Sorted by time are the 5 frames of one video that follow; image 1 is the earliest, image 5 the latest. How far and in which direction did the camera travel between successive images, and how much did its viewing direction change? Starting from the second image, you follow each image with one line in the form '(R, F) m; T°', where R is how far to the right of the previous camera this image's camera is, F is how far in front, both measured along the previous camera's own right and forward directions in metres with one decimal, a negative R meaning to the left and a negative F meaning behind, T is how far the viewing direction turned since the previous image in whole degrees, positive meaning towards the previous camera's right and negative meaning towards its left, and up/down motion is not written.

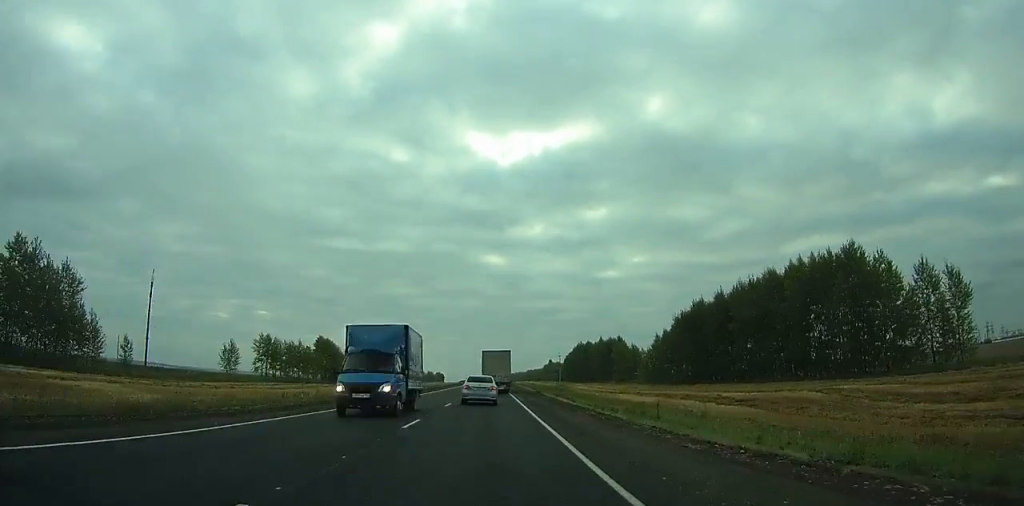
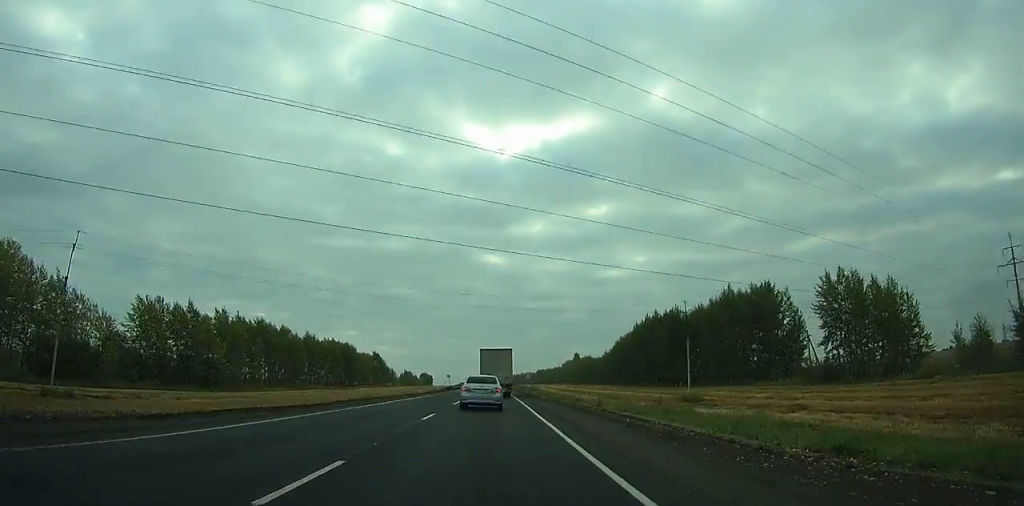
(+1.9, +139.0) m; +1°
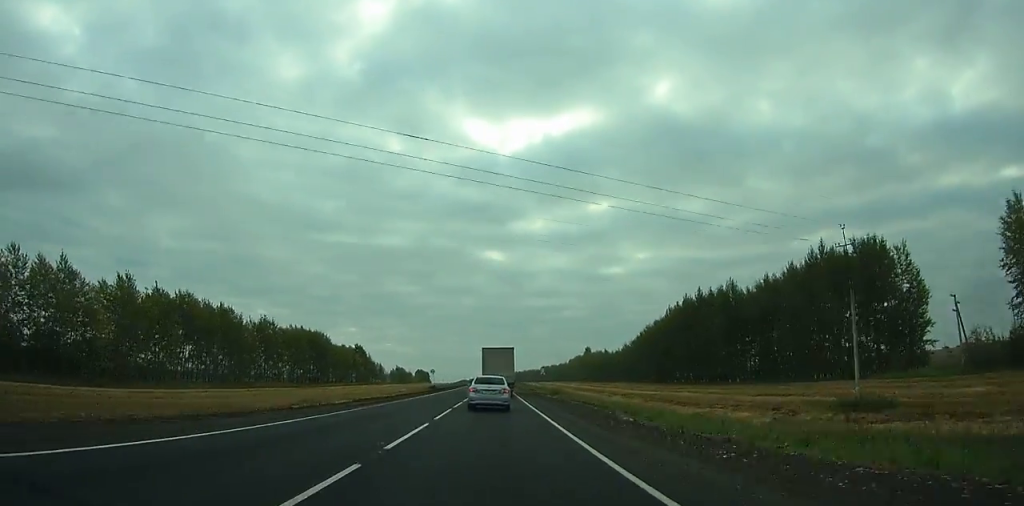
(-0.8, +35.4) m; -1°
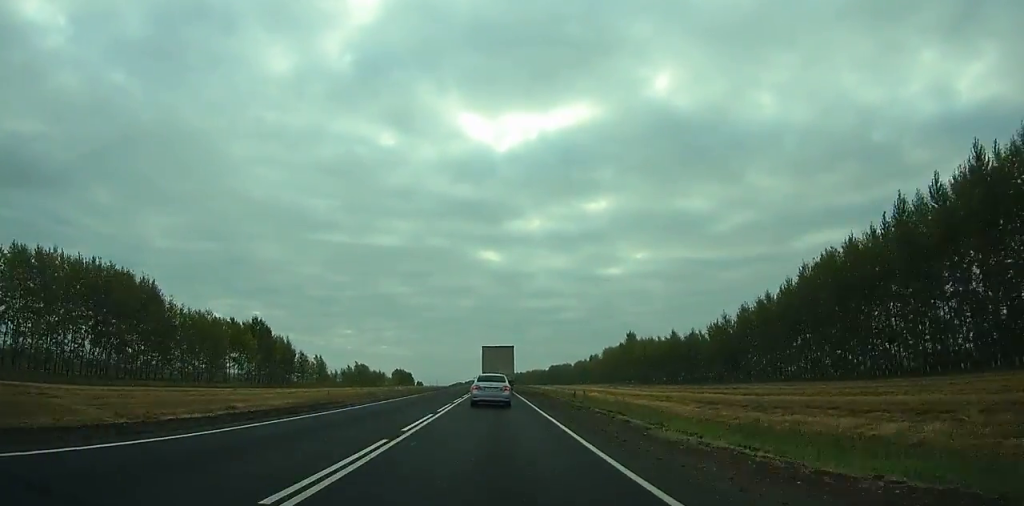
(-0.8, +94.4) m; 0°
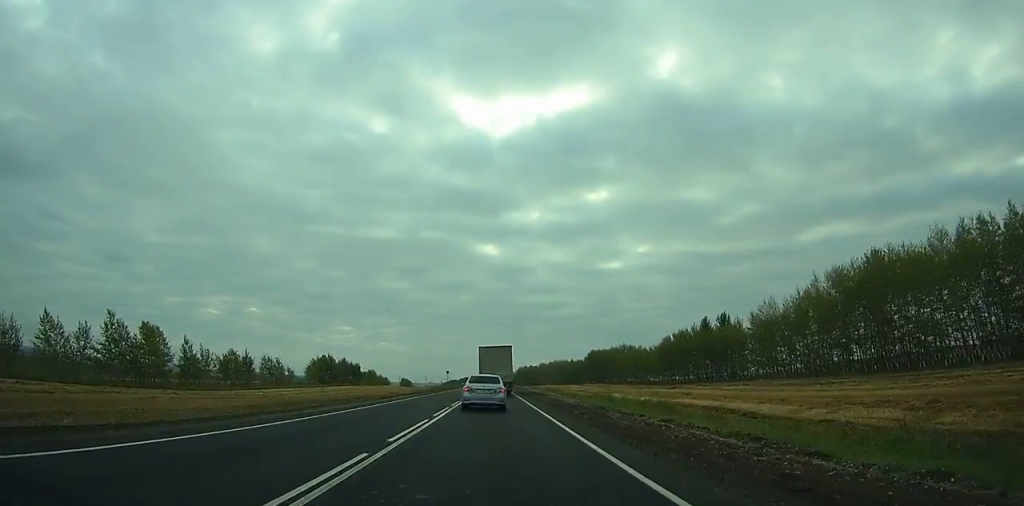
(+1.2, +162.7) m; 0°
